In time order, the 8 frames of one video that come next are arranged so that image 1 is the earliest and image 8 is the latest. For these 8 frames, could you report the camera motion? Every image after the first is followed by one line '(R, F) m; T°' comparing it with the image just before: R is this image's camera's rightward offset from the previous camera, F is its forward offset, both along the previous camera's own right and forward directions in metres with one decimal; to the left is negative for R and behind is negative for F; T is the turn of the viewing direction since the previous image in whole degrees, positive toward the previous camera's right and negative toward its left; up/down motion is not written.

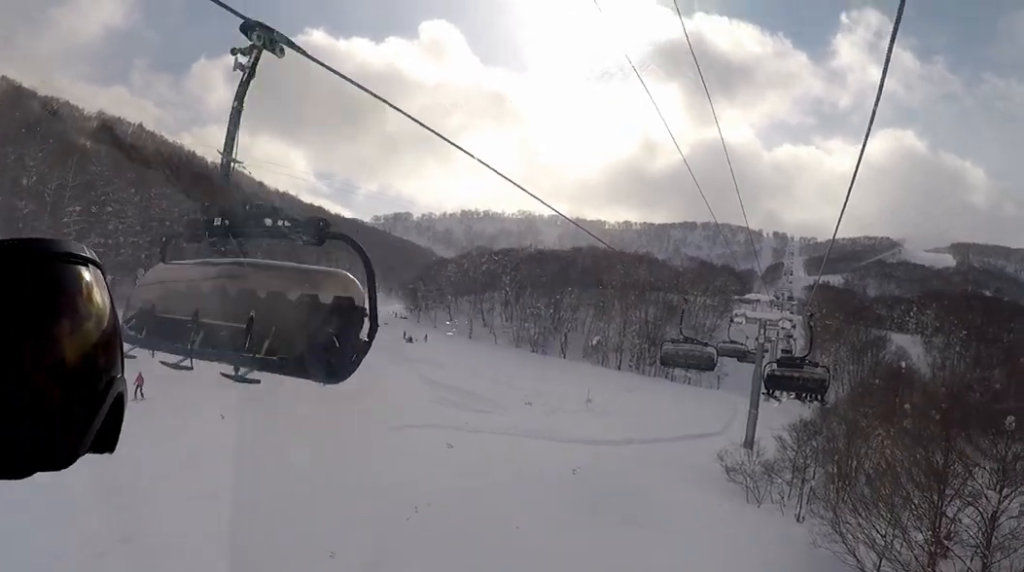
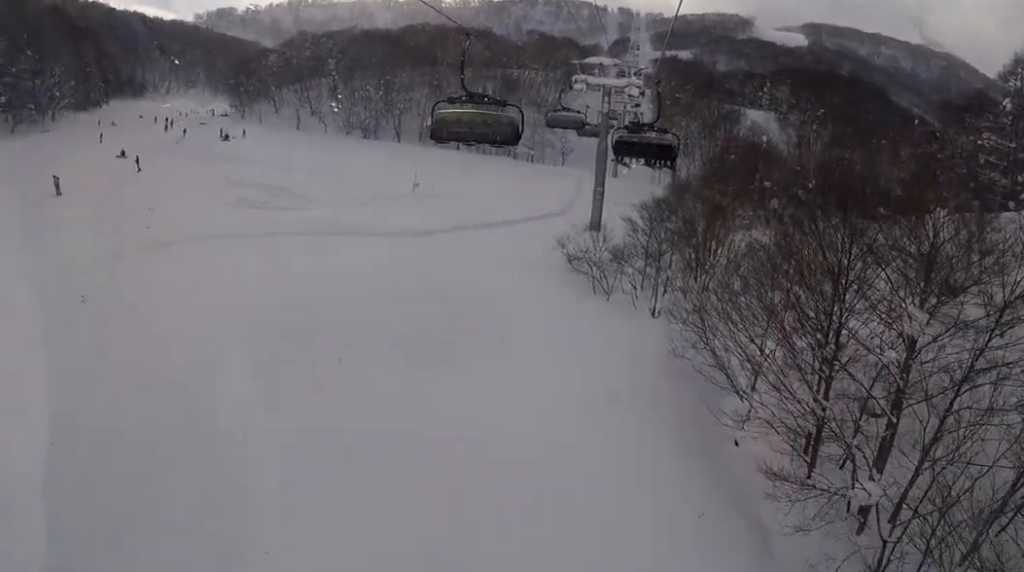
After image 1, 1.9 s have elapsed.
(-1.9, +7.9) m; -7°
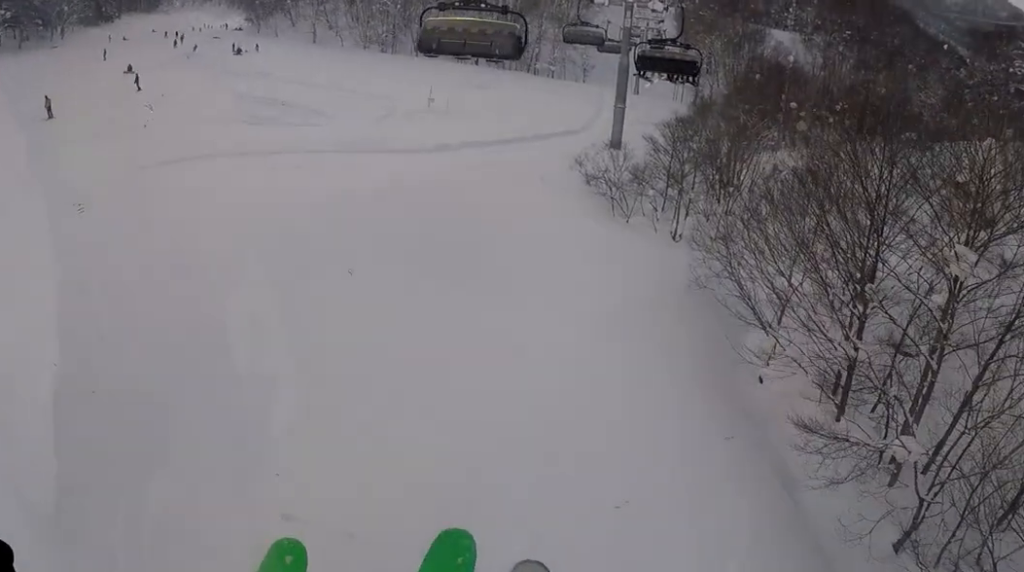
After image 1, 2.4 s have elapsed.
(+0.3, +2.1) m; 0°
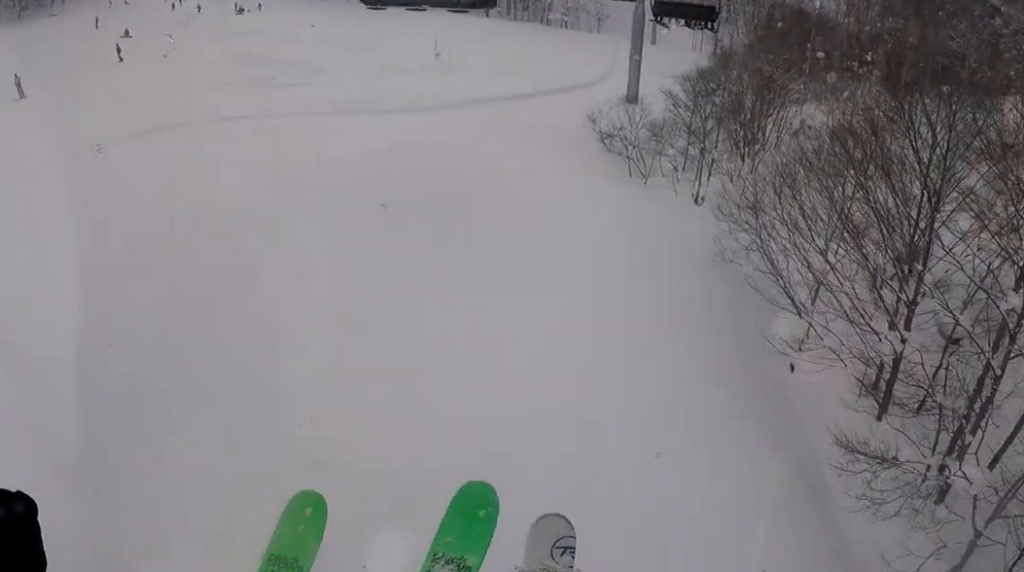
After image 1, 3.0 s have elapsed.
(-0.1, +2.7) m; 0°
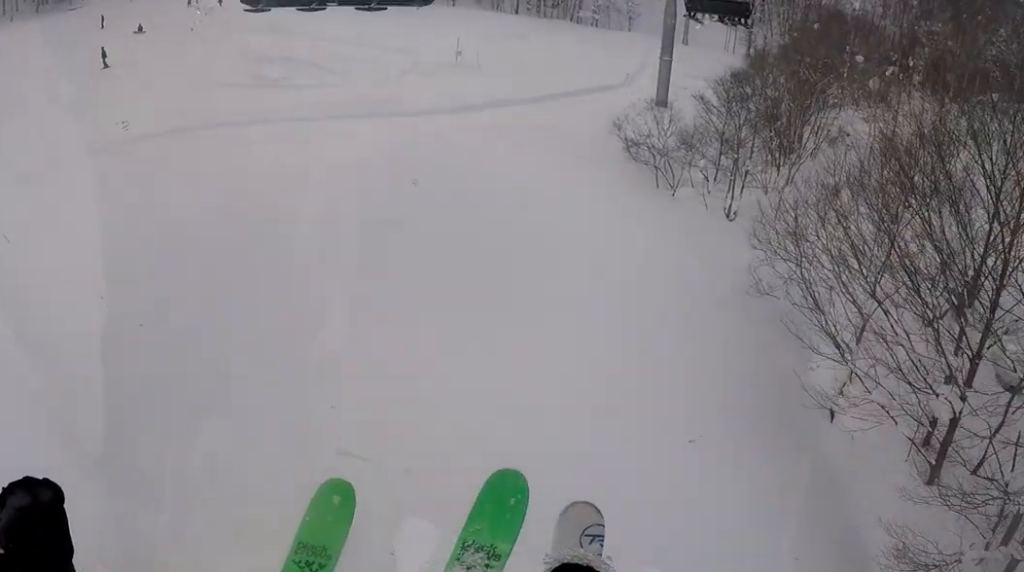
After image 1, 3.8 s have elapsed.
(-0.3, +3.2) m; 0°
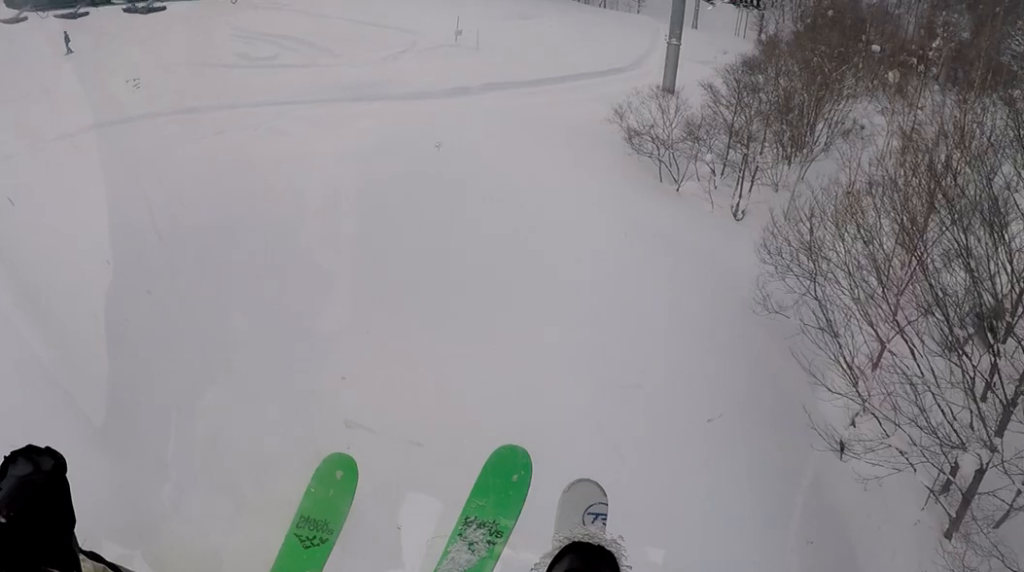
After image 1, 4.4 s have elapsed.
(+0.4, +2.5) m; +1°
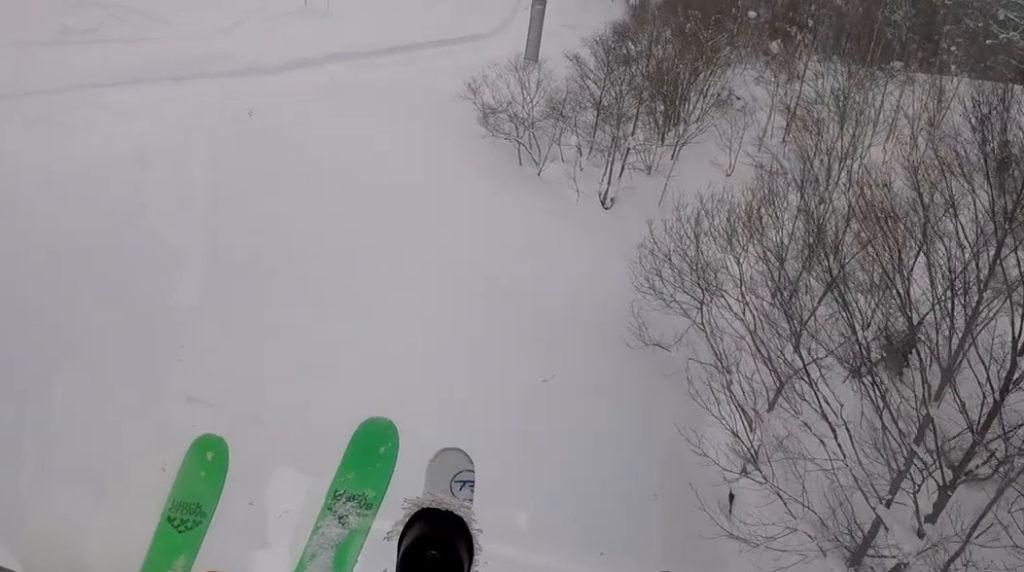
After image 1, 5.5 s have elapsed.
(-0.3, +4.6) m; +6°
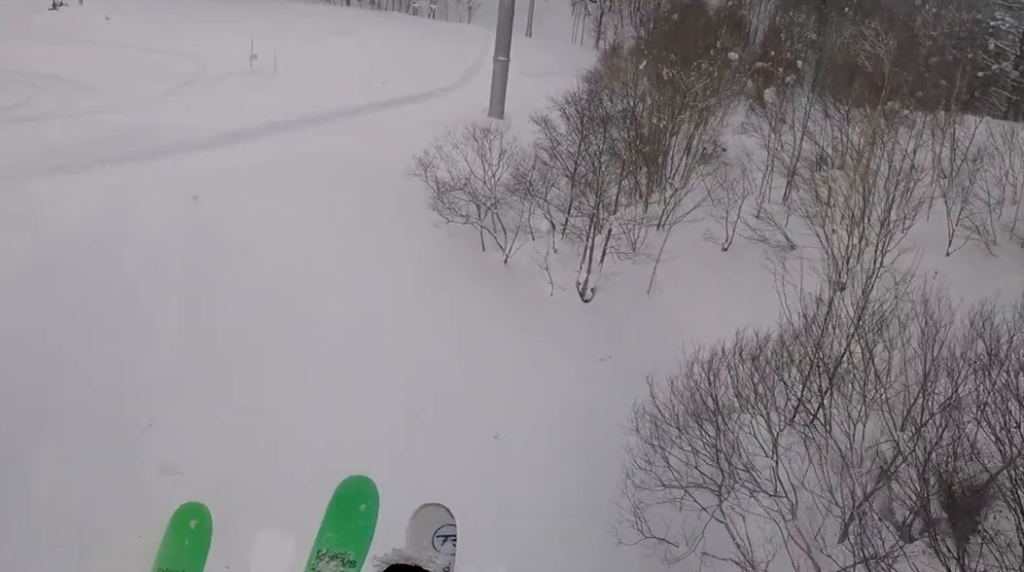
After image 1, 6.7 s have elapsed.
(+1.0, +4.7) m; +8°
